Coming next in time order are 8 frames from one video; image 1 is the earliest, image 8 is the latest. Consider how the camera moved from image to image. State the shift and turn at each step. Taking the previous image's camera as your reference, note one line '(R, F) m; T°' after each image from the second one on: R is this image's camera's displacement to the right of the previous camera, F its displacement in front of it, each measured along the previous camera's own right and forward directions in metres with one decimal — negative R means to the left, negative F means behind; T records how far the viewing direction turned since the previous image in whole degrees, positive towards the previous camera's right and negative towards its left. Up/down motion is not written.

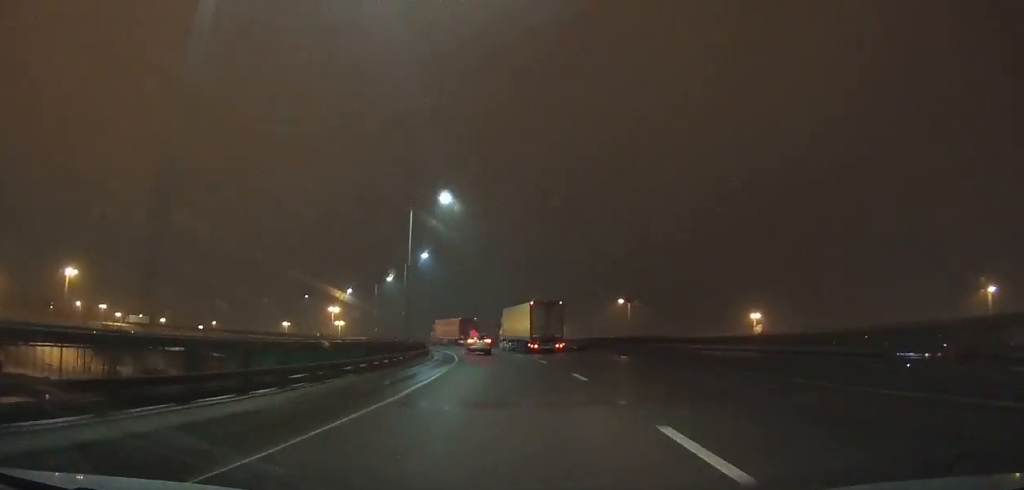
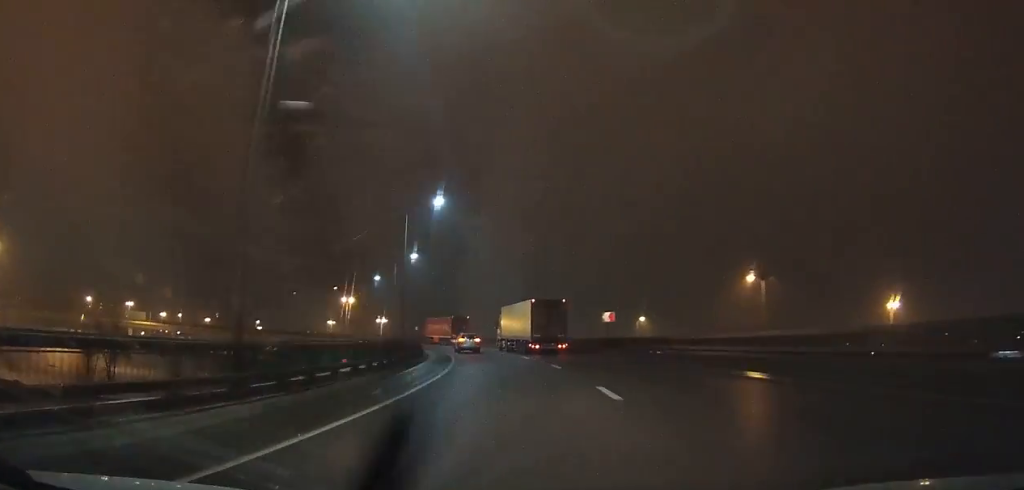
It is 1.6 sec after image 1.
(-1.2, +28.6) m; -6°
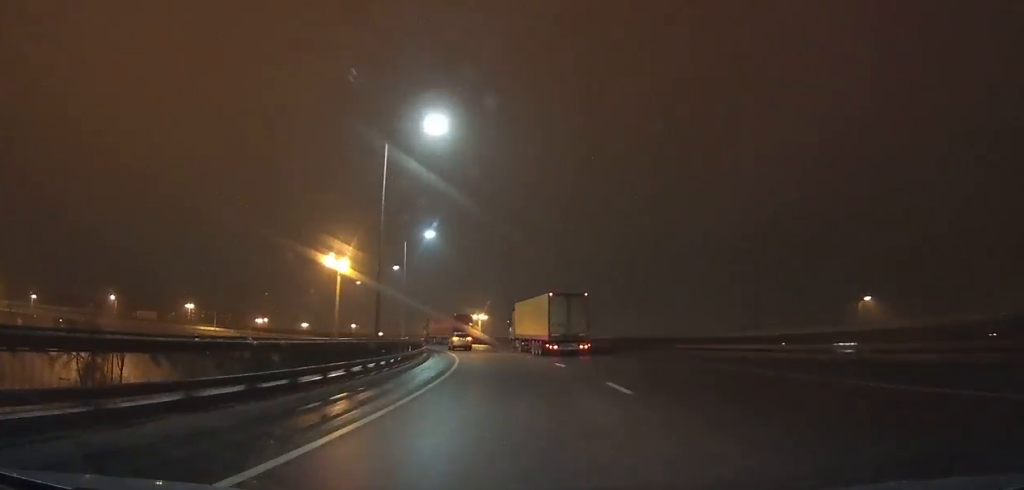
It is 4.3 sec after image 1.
(-4.5, +47.5) m; -13°
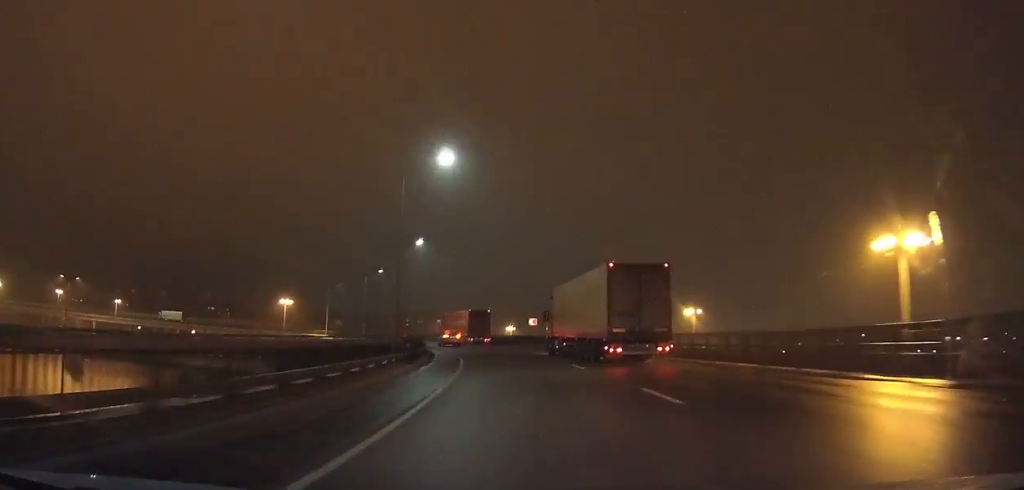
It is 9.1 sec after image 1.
(-19.4, +82.8) m; -26°
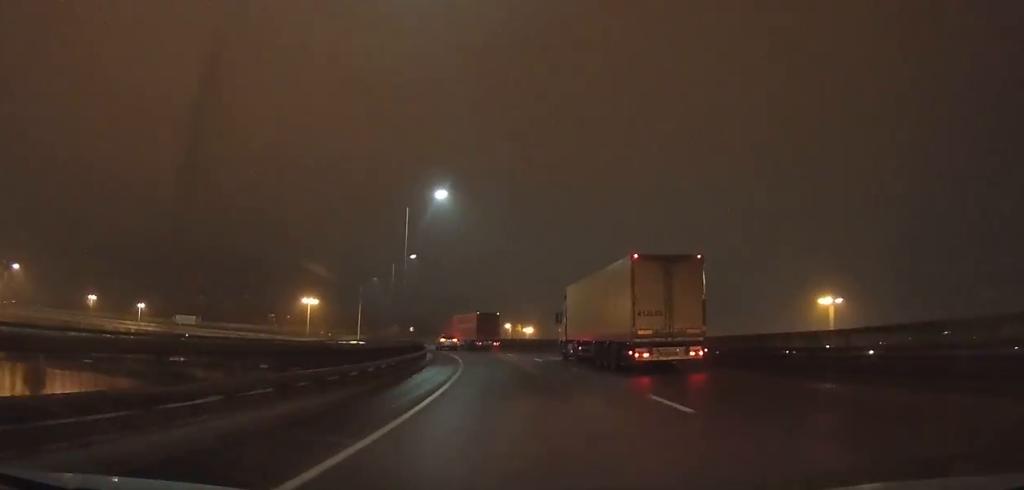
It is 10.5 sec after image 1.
(-1.9, +25.3) m; -7°
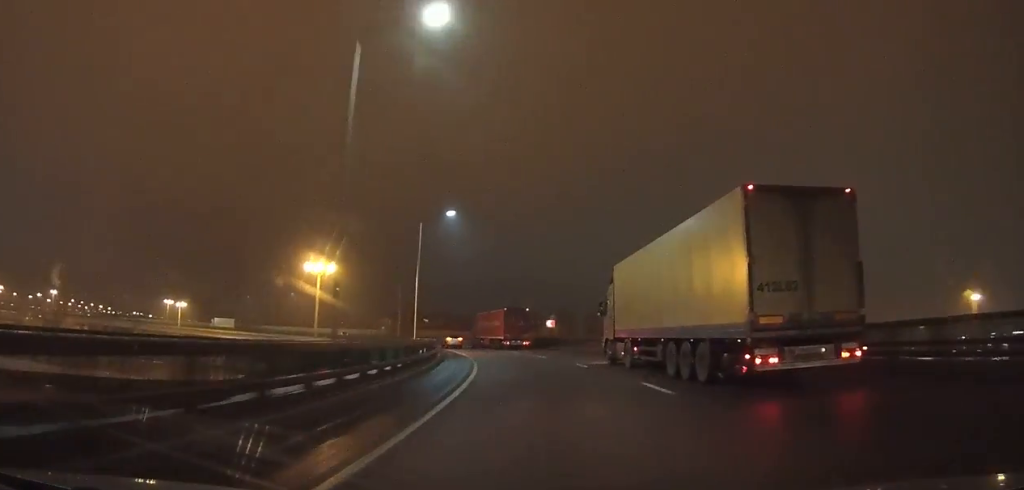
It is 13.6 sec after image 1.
(-8.0, +56.8) m; -16°
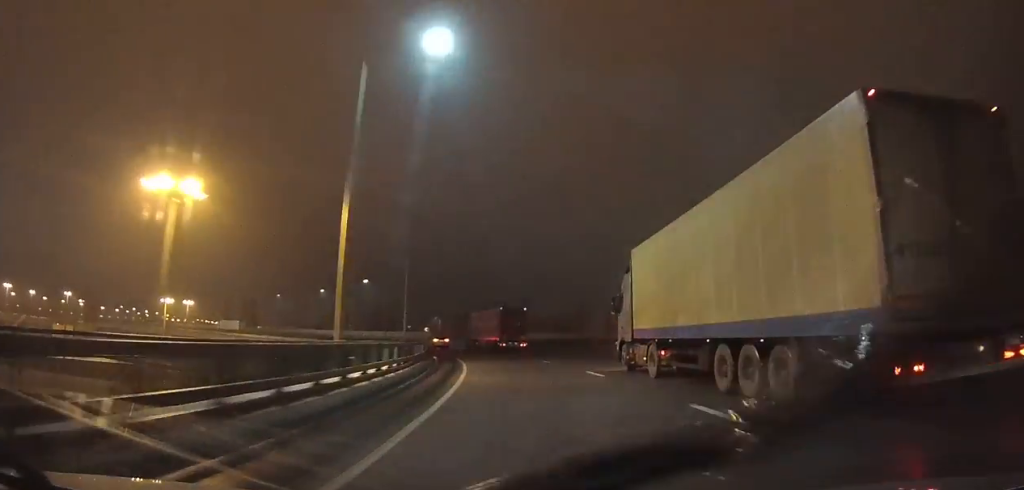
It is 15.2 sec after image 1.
(-1.4, +30.5) m; -8°
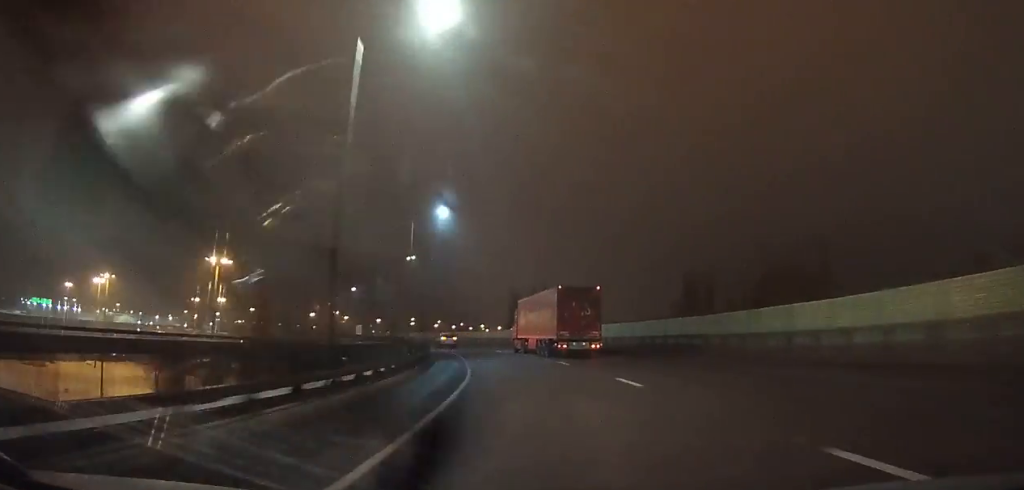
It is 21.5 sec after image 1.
(-37.0, +117.7) m; -36°
